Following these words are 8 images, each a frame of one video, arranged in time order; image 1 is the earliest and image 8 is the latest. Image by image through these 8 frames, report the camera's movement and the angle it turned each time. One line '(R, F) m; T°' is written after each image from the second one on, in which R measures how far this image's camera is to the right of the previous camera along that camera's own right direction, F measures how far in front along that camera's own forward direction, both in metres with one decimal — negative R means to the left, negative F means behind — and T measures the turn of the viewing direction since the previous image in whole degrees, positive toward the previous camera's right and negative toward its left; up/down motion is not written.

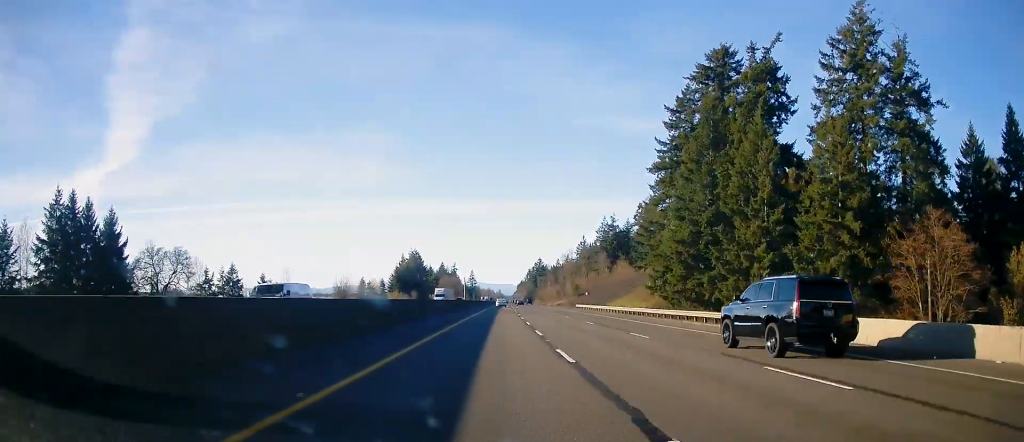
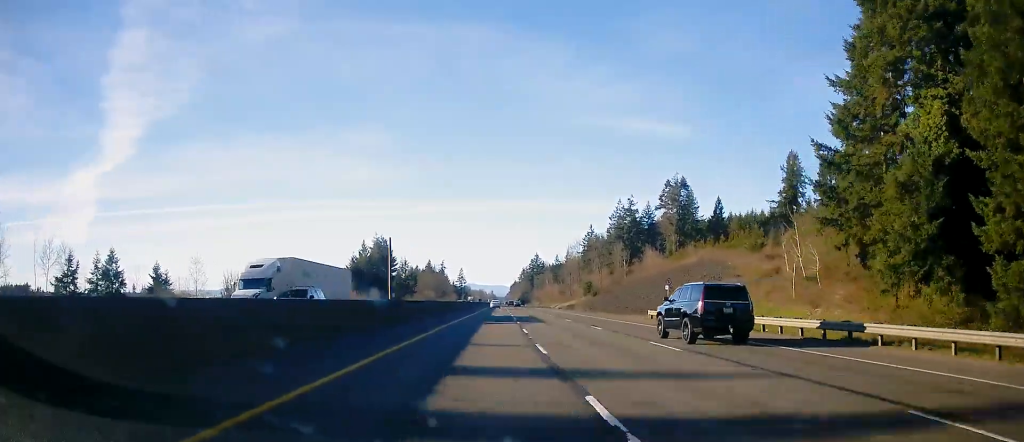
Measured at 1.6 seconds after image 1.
(+0.5, +53.4) m; +1°
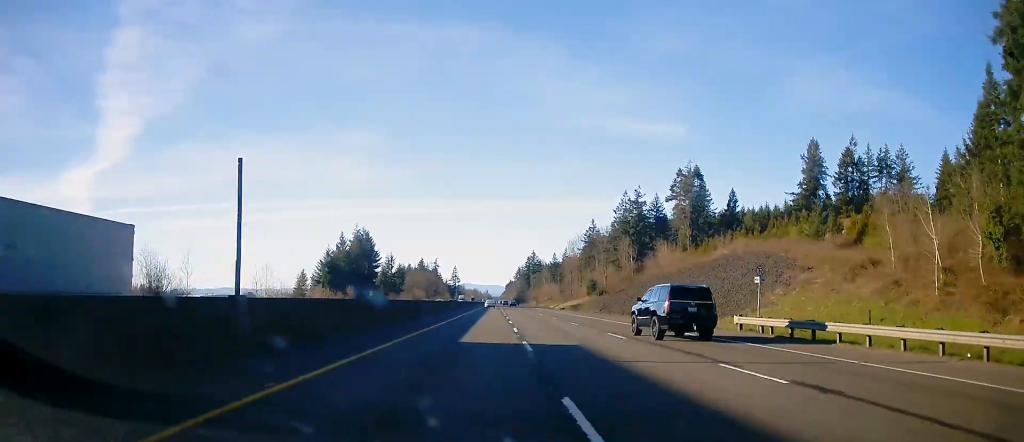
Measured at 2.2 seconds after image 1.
(+0.2, +18.9) m; 0°
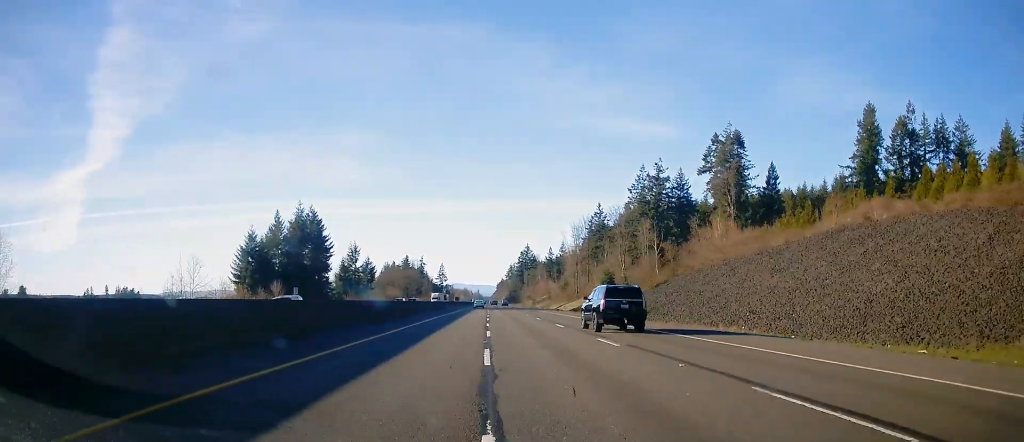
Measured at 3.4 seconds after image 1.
(+0.1, +40.1) m; 0°
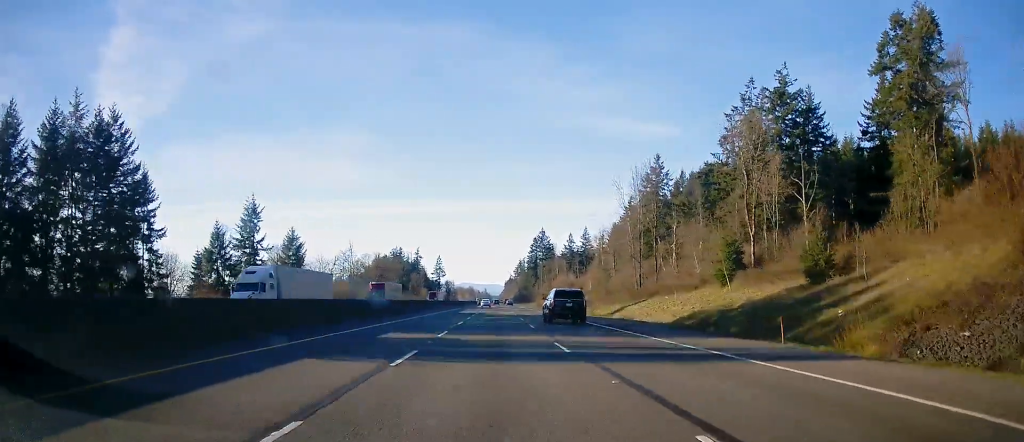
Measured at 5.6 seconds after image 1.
(0.0, +74.8) m; 0°
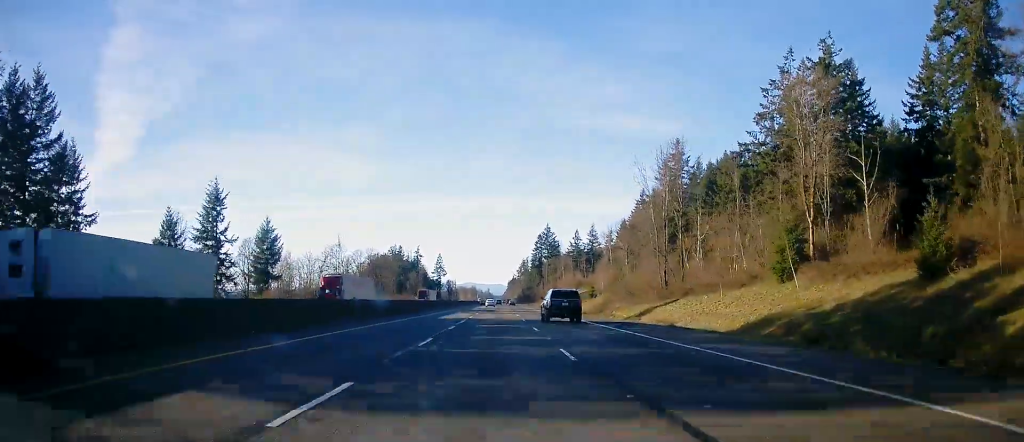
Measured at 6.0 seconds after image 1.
(0.0, +14.5) m; 0°
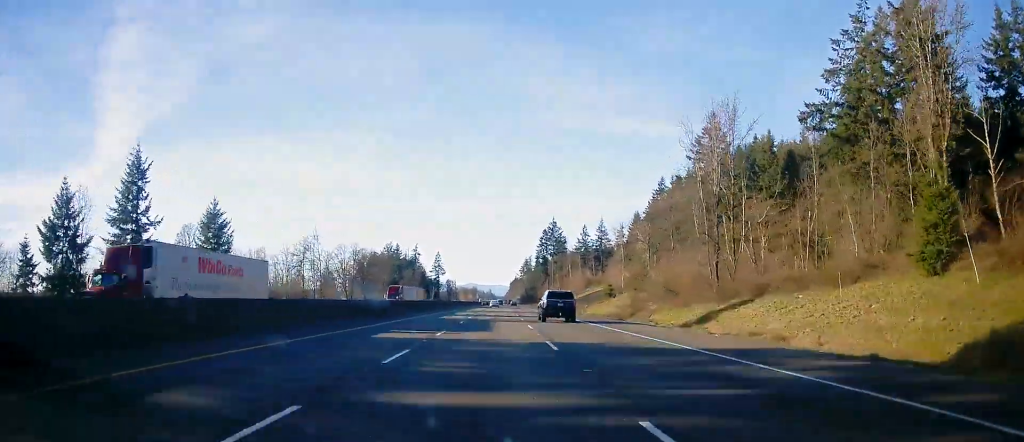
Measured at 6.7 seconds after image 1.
(0.0, +21.2) m; 0°
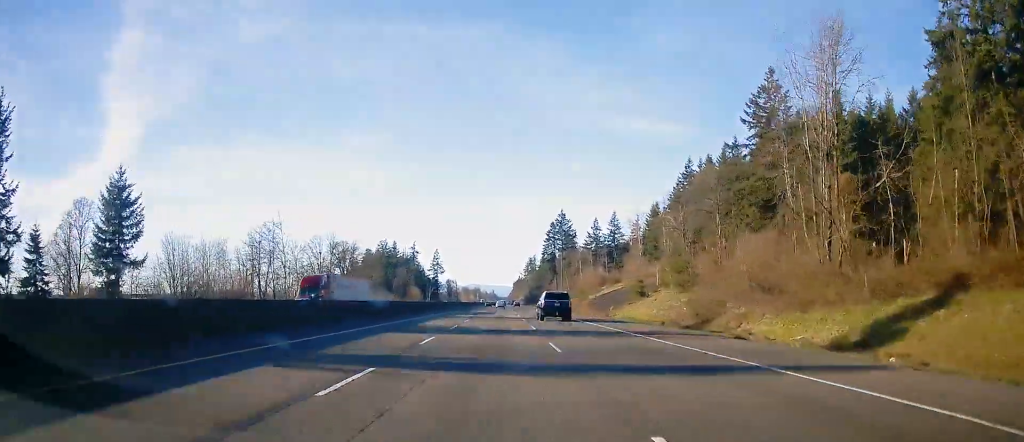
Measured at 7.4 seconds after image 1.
(+0.1, +24.6) m; -1°
